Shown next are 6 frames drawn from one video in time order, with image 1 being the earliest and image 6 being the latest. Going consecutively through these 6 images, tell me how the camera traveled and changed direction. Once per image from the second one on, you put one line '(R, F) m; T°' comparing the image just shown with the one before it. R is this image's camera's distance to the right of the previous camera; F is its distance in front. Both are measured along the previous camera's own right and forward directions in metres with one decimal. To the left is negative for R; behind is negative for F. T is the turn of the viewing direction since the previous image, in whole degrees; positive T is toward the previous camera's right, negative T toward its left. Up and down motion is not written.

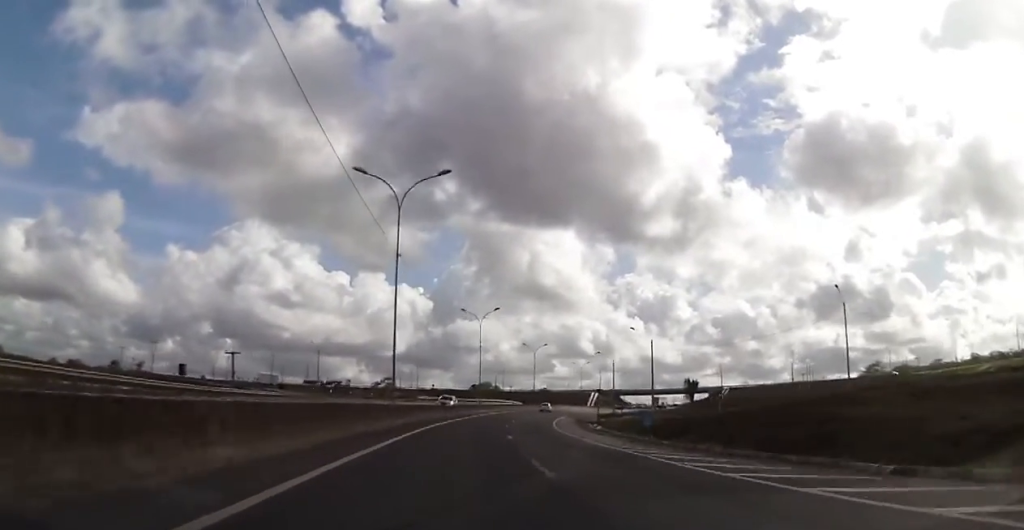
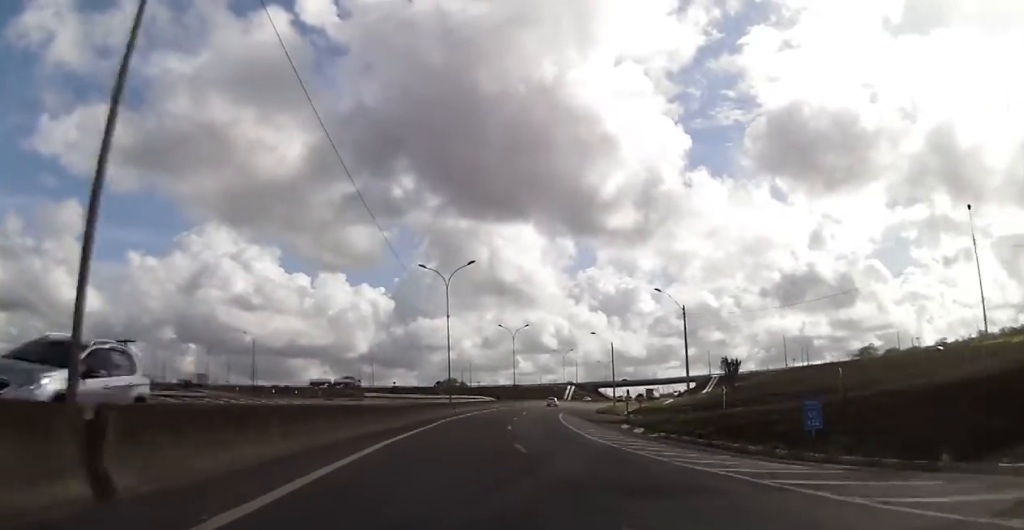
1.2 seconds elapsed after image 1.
(+0.2, +25.3) m; +2°
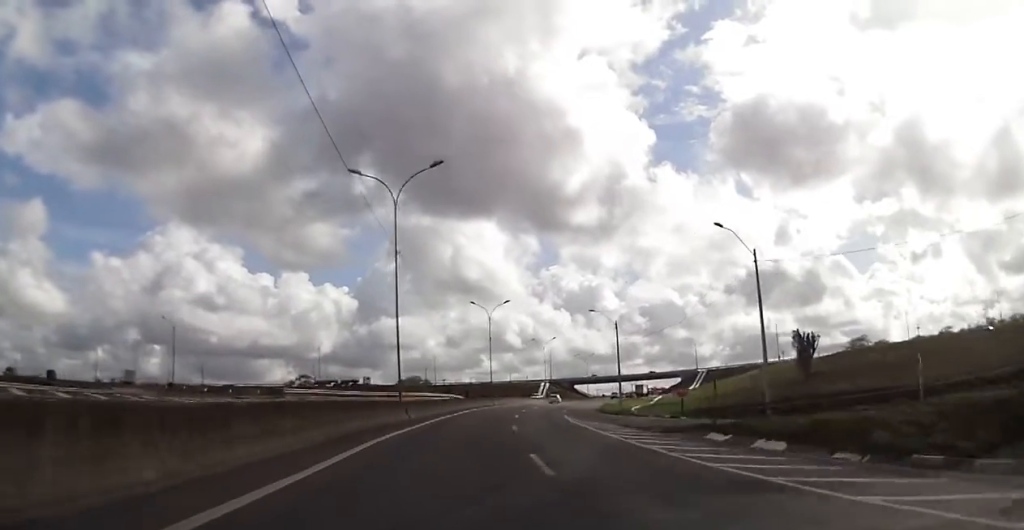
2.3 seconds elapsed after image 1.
(+0.7, +22.9) m; +3°
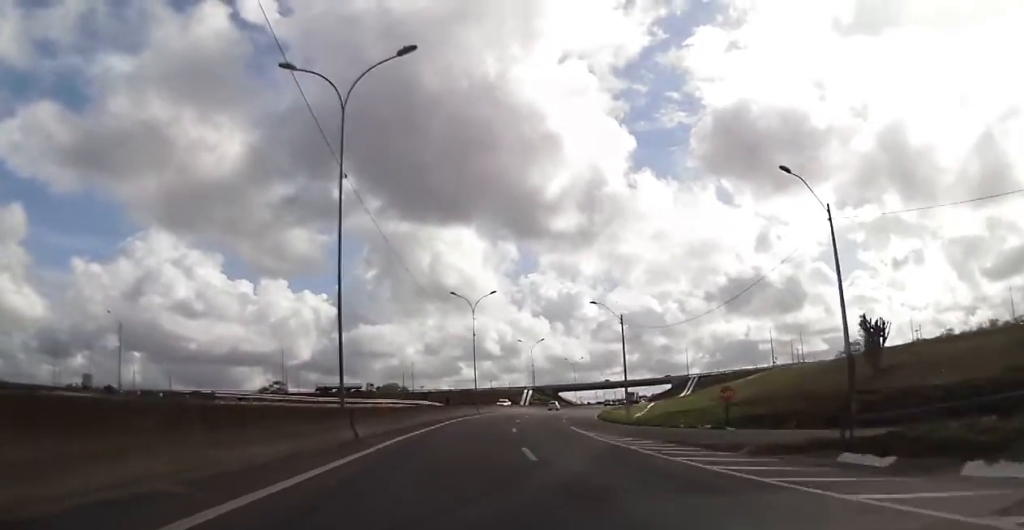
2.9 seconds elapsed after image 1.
(+0.2, +11.7) m; +2°
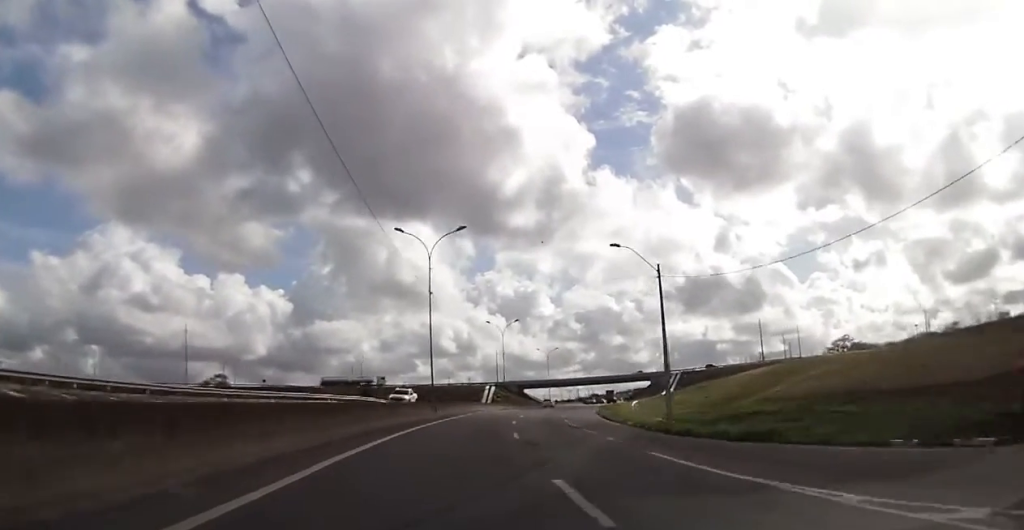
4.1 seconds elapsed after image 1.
(+0.6, +24.4) m; +3°
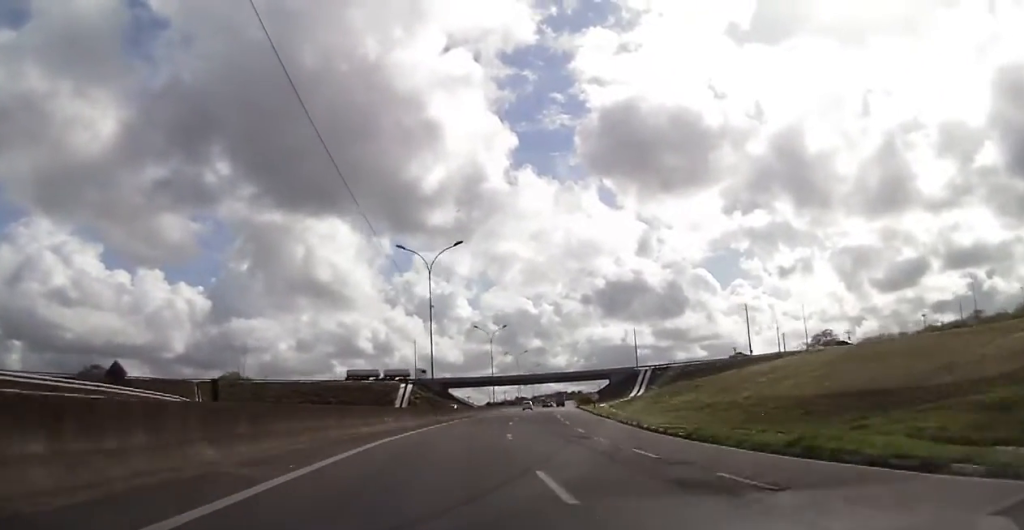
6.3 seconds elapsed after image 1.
(+2.5, +44.2) m; +7°
